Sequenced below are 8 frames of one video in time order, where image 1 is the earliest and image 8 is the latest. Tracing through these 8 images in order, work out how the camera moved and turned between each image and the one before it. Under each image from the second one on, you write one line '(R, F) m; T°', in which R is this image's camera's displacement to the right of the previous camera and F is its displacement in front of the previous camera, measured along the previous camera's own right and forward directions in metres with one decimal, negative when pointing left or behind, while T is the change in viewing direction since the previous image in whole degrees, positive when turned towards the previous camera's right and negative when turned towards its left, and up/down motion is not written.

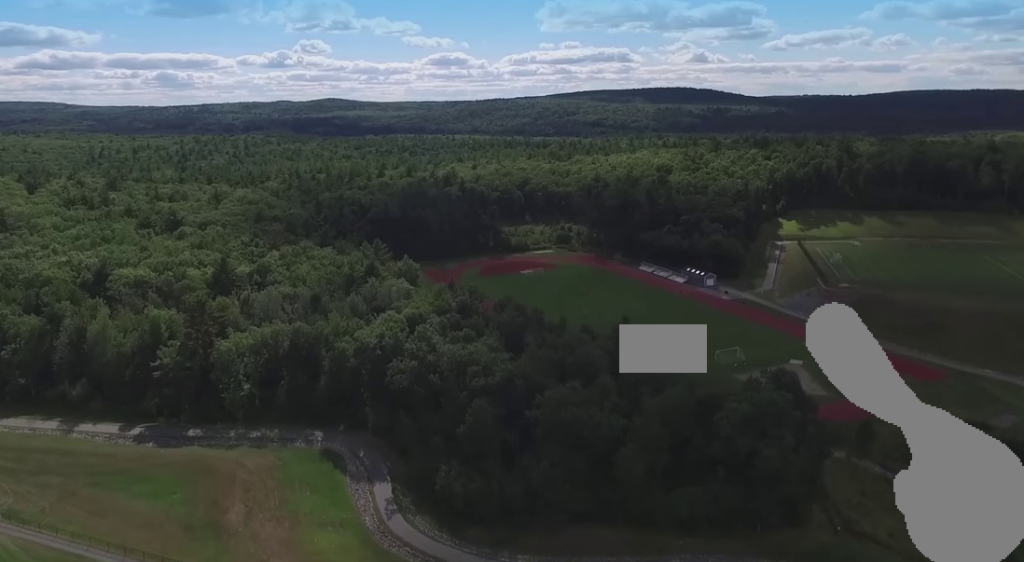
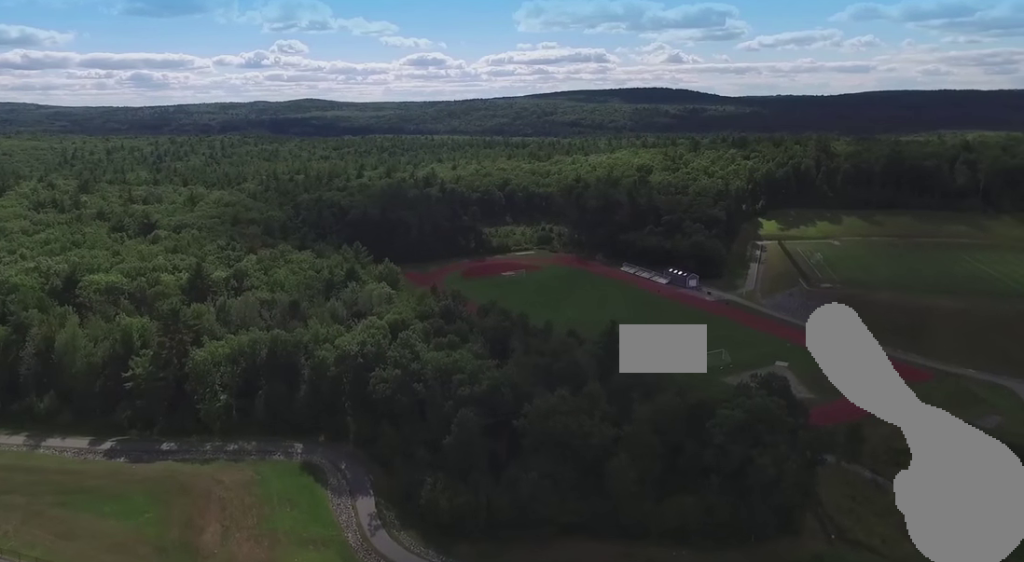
(0.0, +4.2) m; 0°
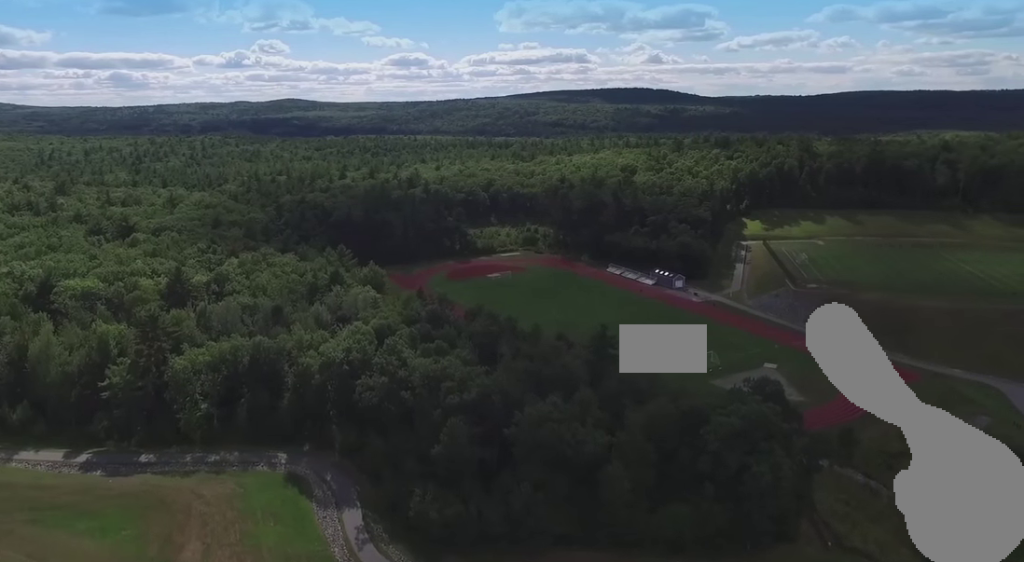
(0.0, +3.5) m; 0°
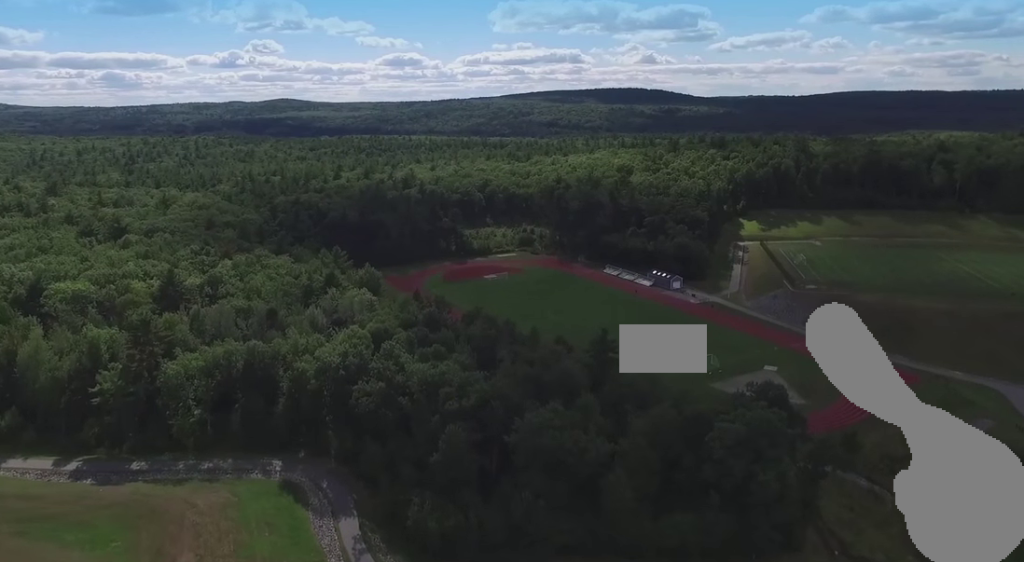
(0.0, +2.6) m; 0°
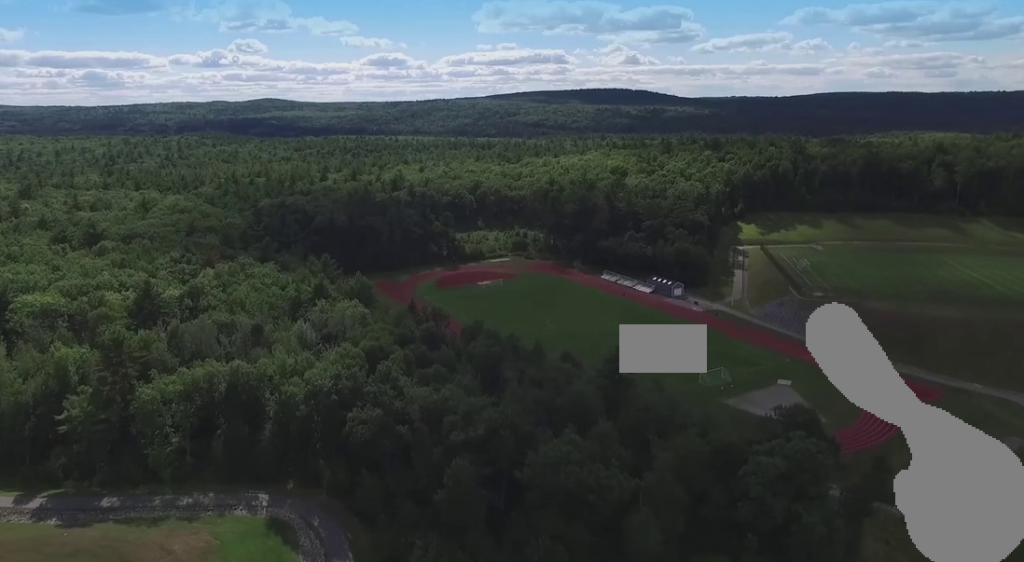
(-0.2, +11.9) m; -1°
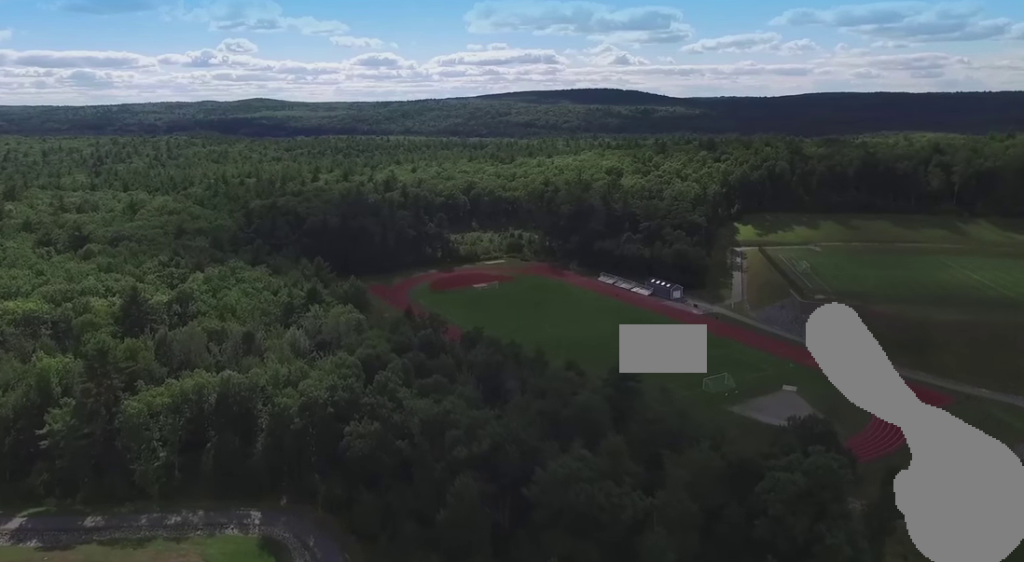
(0.0, +5.1) m; +3°
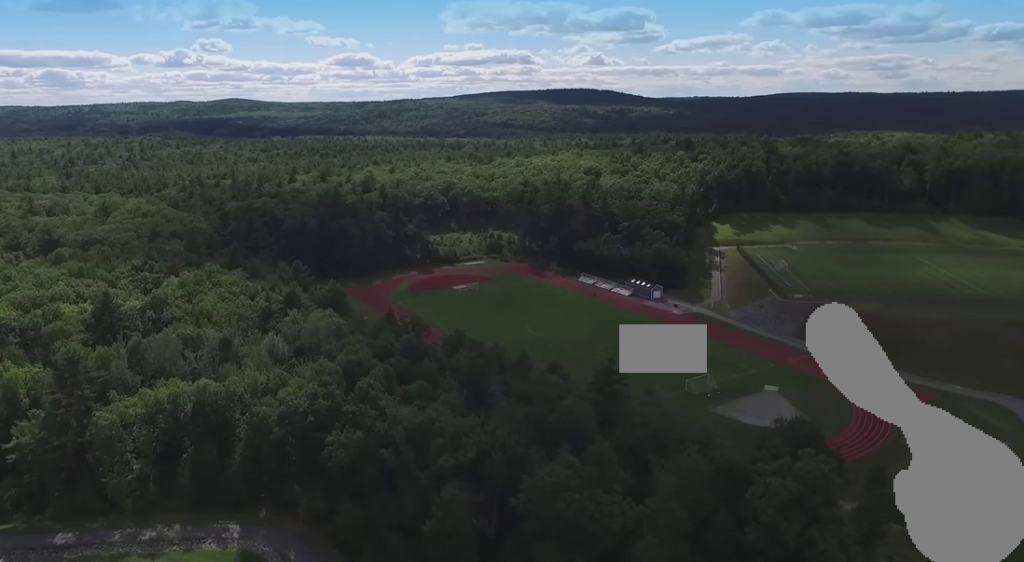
(0.0, +2.7) m; +2°
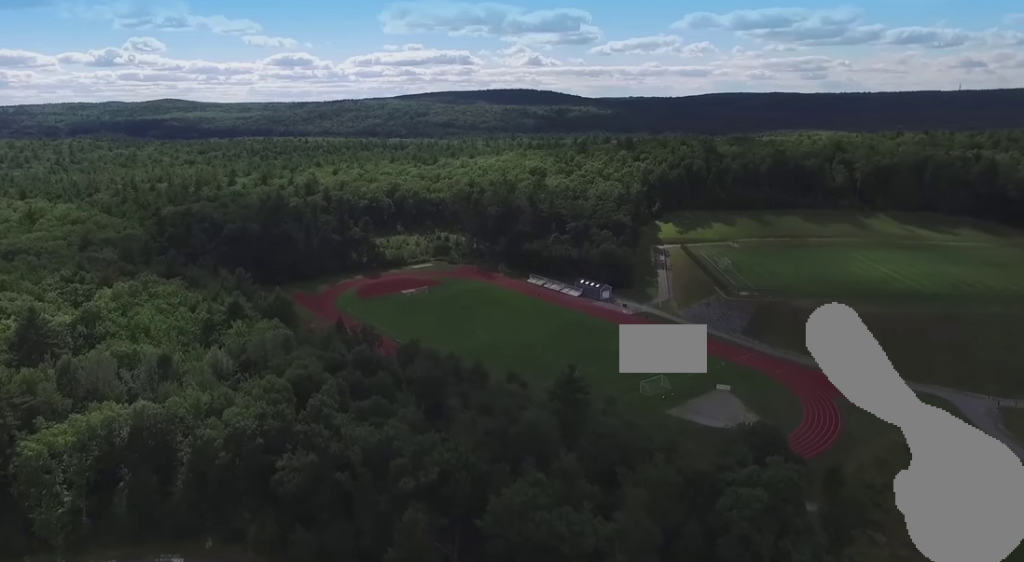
(+0.3, +5.6) m; +5°
